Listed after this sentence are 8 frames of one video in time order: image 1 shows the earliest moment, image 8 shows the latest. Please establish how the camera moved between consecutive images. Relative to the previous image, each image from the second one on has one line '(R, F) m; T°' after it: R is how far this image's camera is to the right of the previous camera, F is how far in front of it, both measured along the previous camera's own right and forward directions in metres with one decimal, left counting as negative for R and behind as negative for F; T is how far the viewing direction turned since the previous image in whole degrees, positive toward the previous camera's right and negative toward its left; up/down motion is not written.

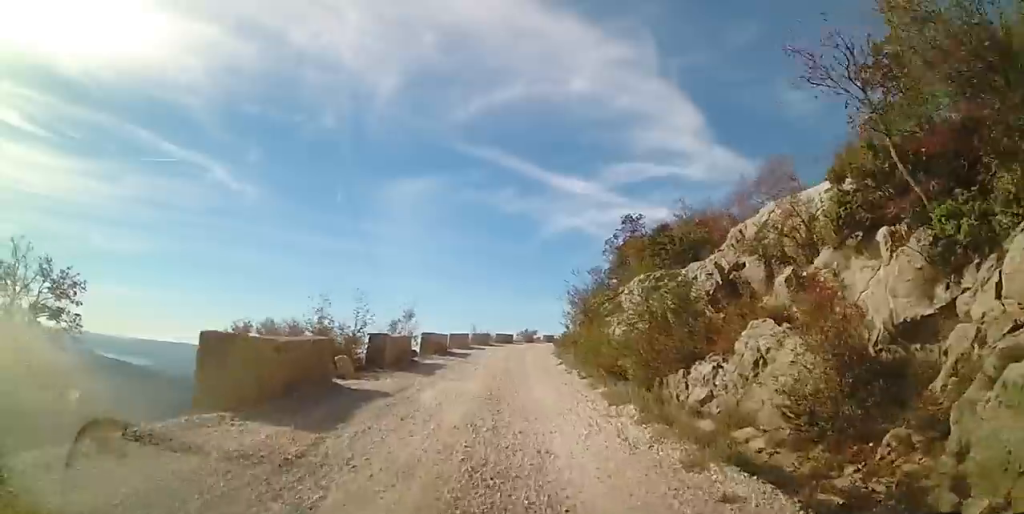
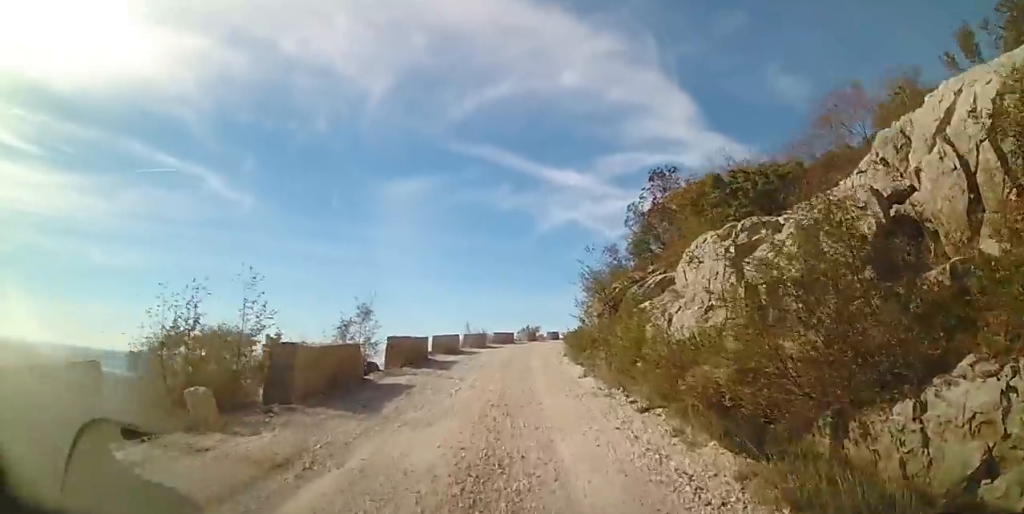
(0.0, +6.2) m; -1°
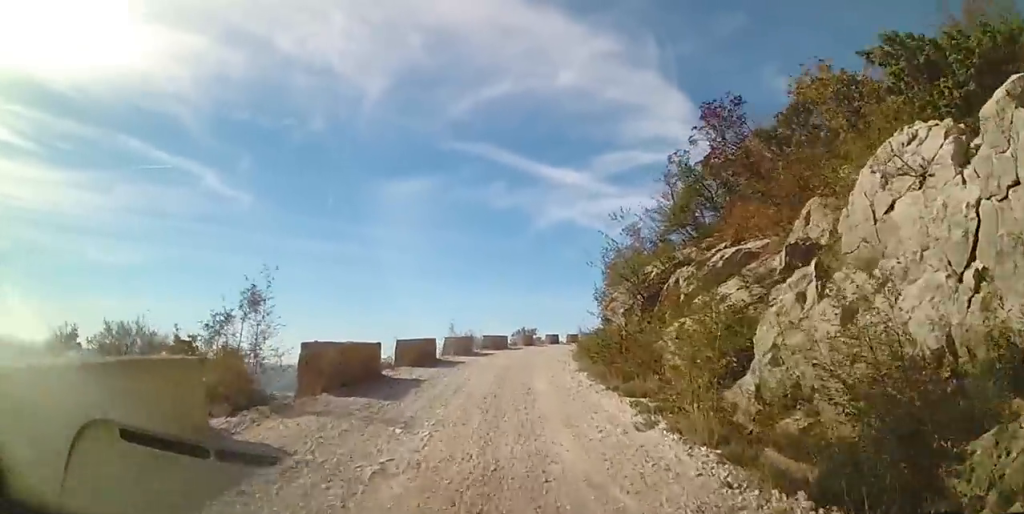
(-0.1, +6.4) m; -1°
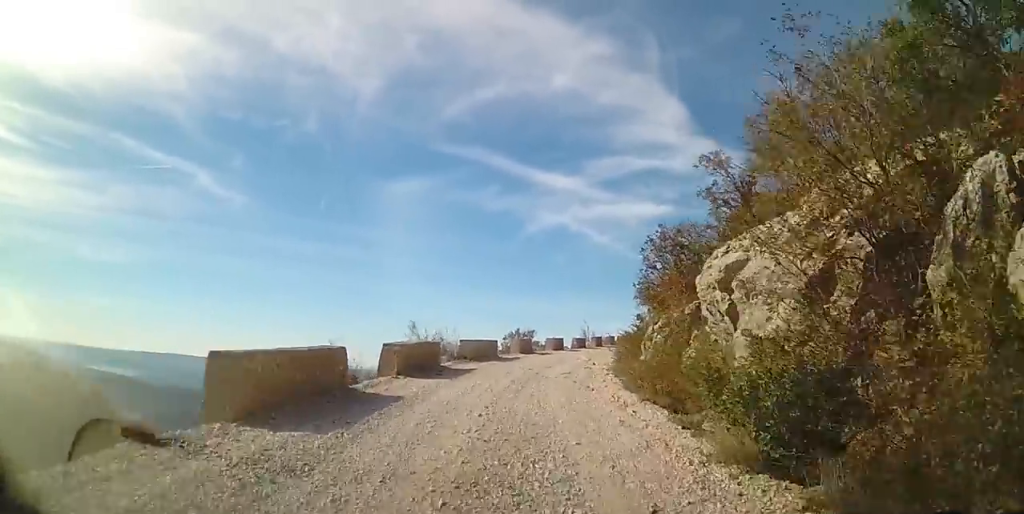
(+0.1, +10.7) m; +2°
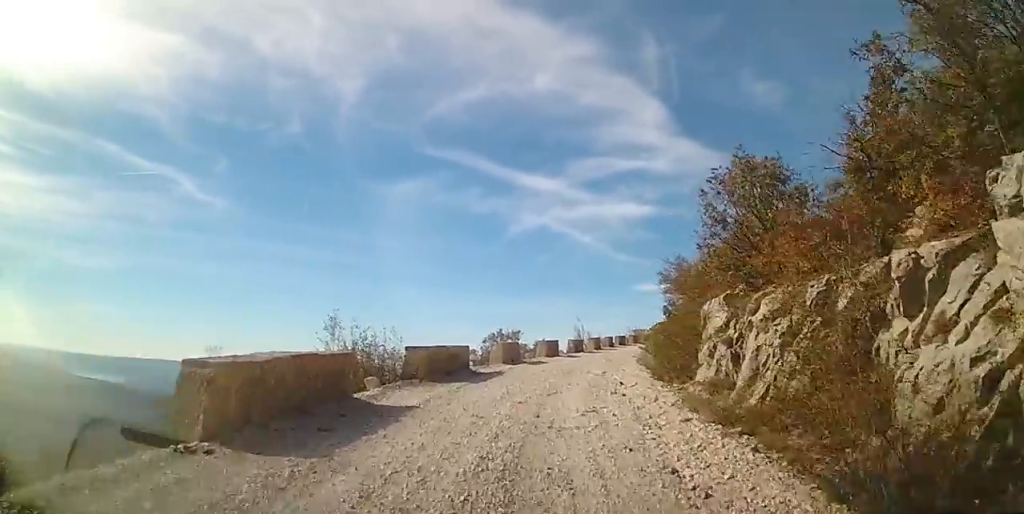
(-0.1, +8.1) m; -1°
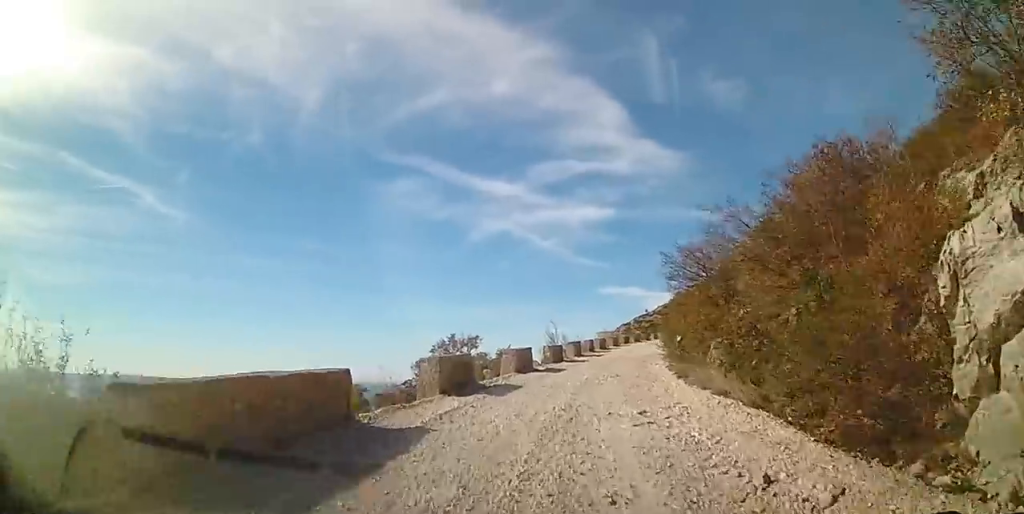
(+0.4, +9.2) m; +9°
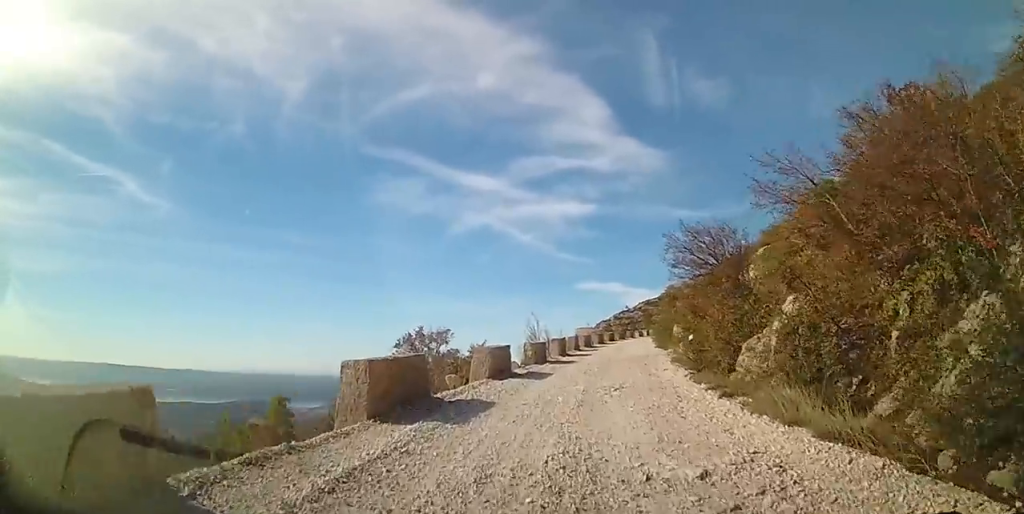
(+0.2, +3.9) m; +5°
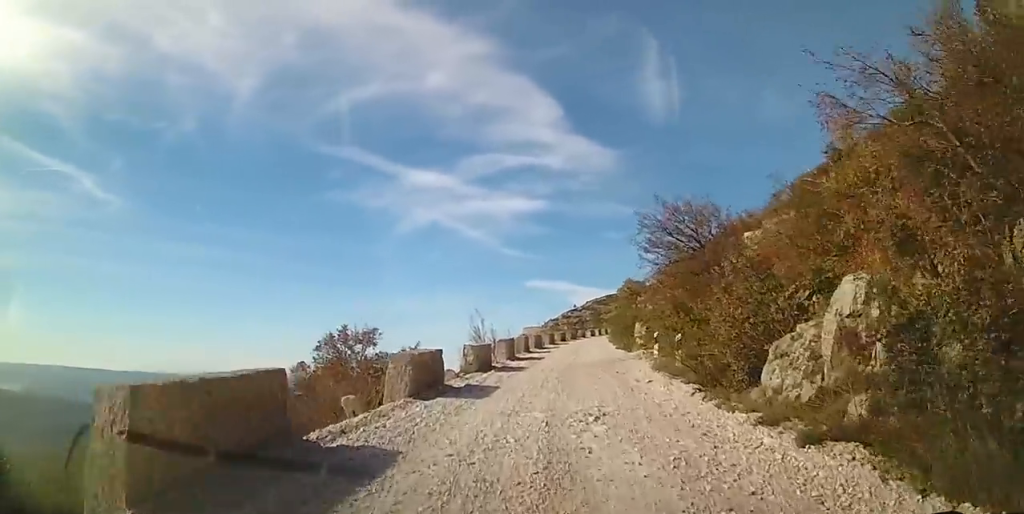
(+0.2, +3.9) m; +3°
